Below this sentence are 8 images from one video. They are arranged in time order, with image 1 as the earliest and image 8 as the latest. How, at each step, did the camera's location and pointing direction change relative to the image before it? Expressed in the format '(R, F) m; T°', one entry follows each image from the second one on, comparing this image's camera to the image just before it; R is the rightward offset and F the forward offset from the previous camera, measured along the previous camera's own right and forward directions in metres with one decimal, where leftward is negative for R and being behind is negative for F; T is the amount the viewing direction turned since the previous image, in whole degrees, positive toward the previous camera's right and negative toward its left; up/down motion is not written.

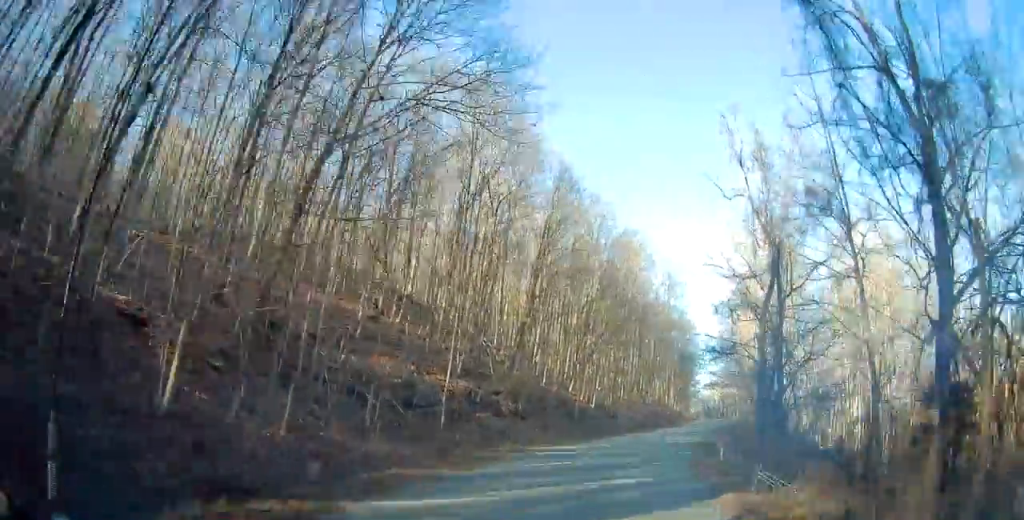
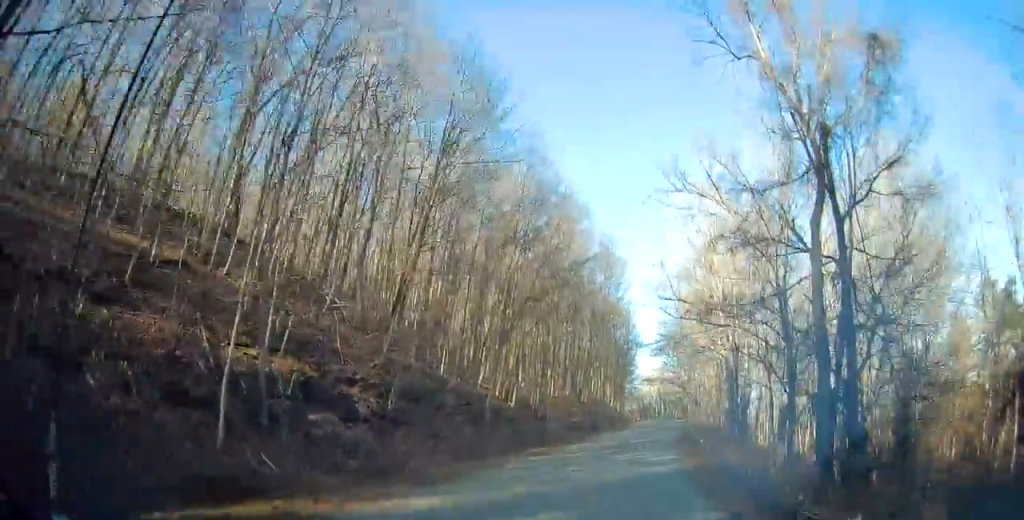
(+0.9, +14.2) m; +6°
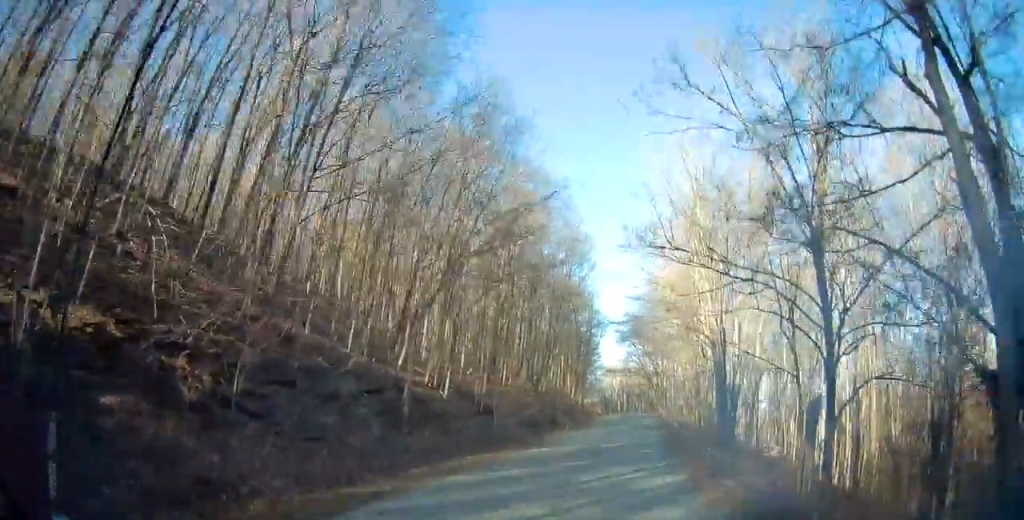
(+0.2, +8.8) m; +4°
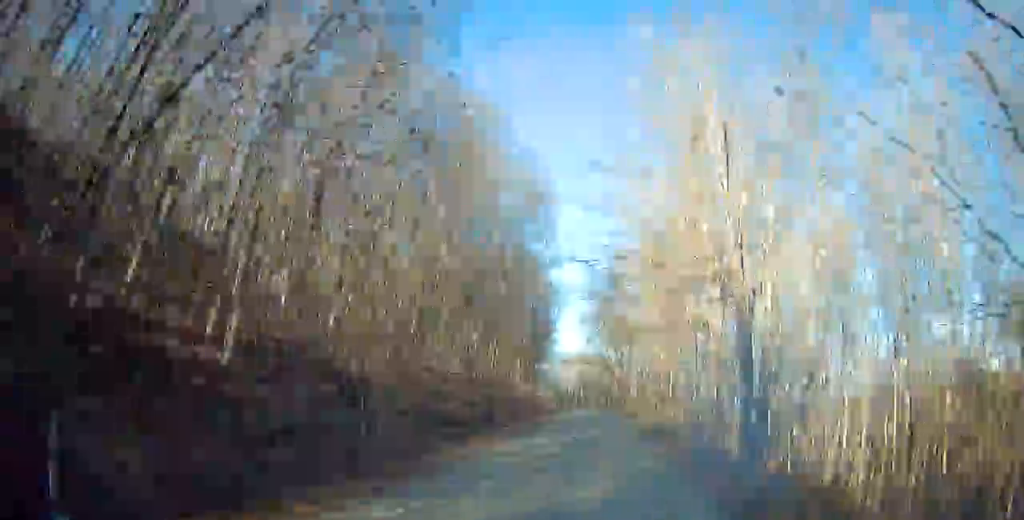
(+1.0, +15.5) m; +6°
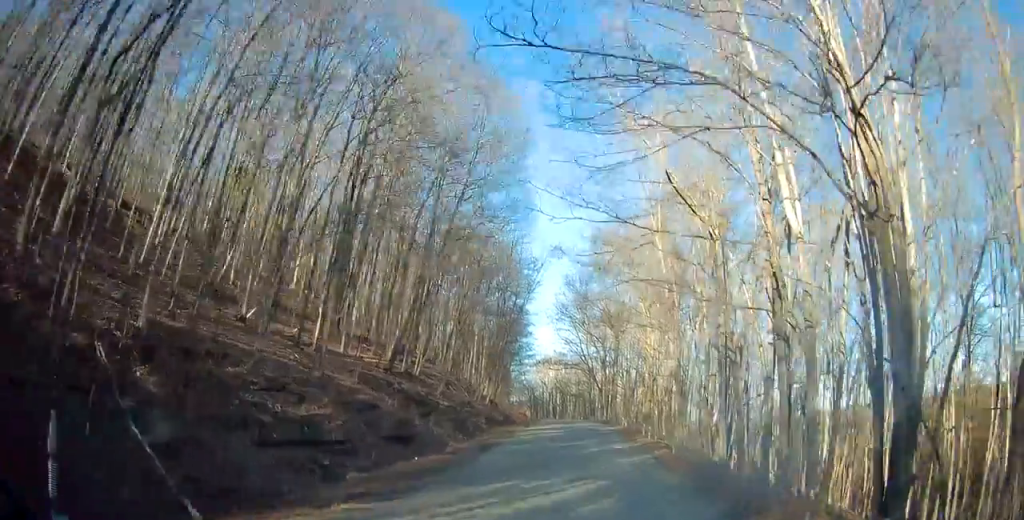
(+0.4, +14.0) m; +3°
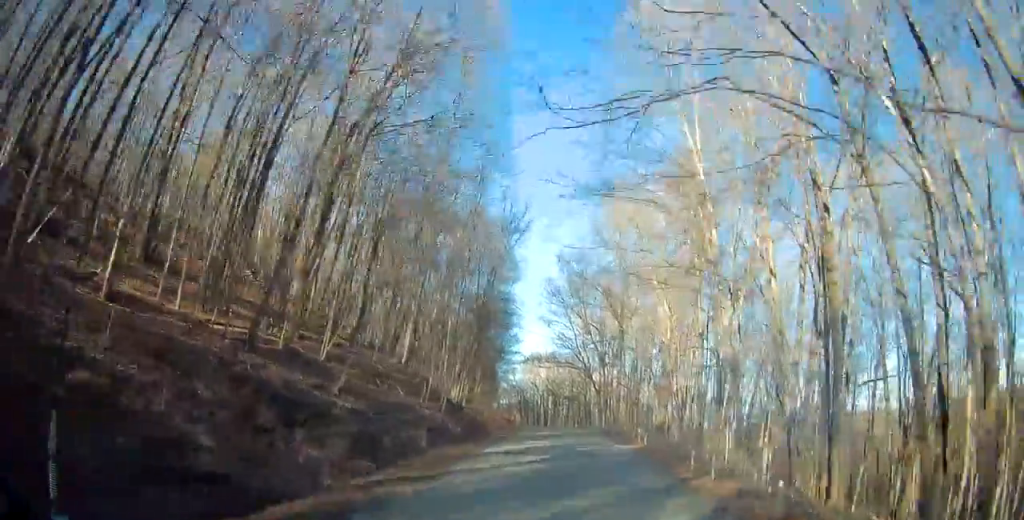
(+0.4, +13.1) m; +3°
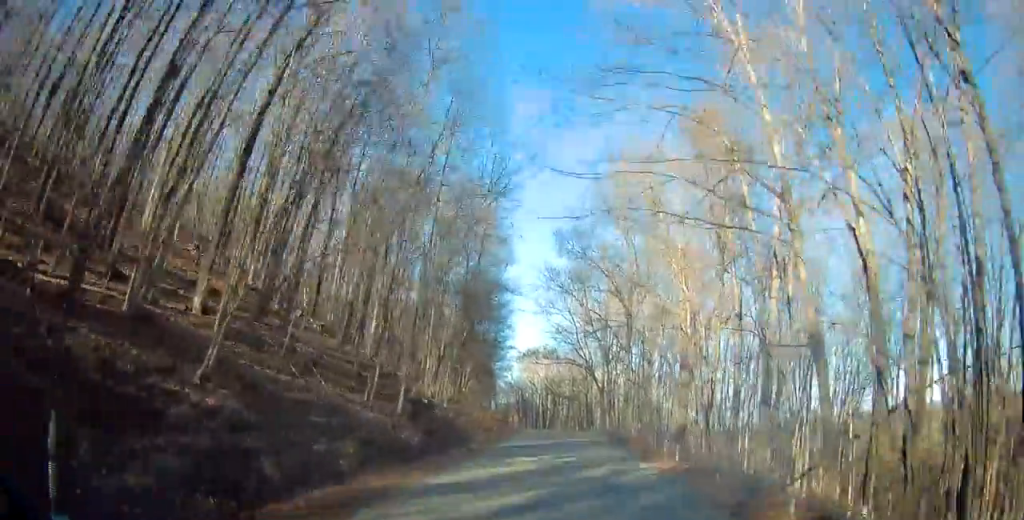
(+0.1, +7.6) m; +1°
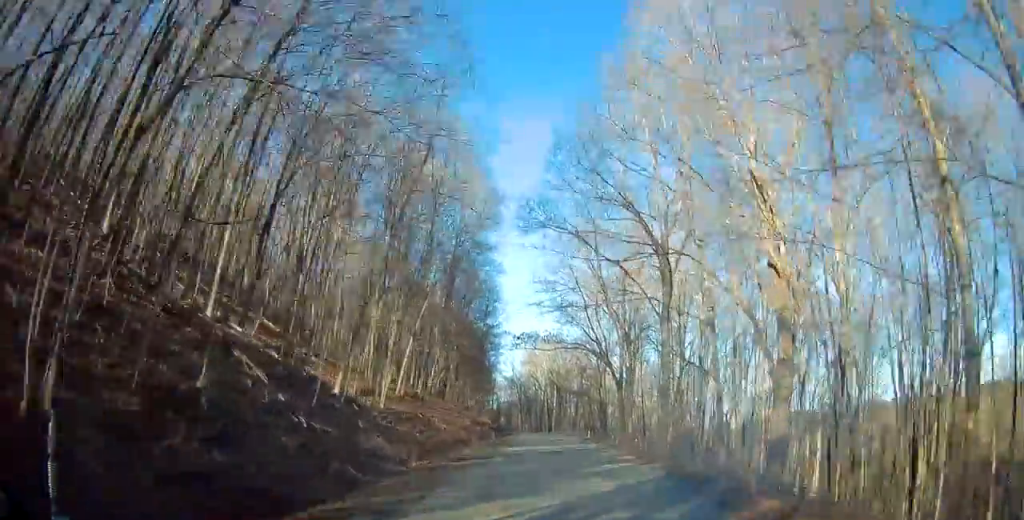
(-0.3, +16.8) m; -2°
